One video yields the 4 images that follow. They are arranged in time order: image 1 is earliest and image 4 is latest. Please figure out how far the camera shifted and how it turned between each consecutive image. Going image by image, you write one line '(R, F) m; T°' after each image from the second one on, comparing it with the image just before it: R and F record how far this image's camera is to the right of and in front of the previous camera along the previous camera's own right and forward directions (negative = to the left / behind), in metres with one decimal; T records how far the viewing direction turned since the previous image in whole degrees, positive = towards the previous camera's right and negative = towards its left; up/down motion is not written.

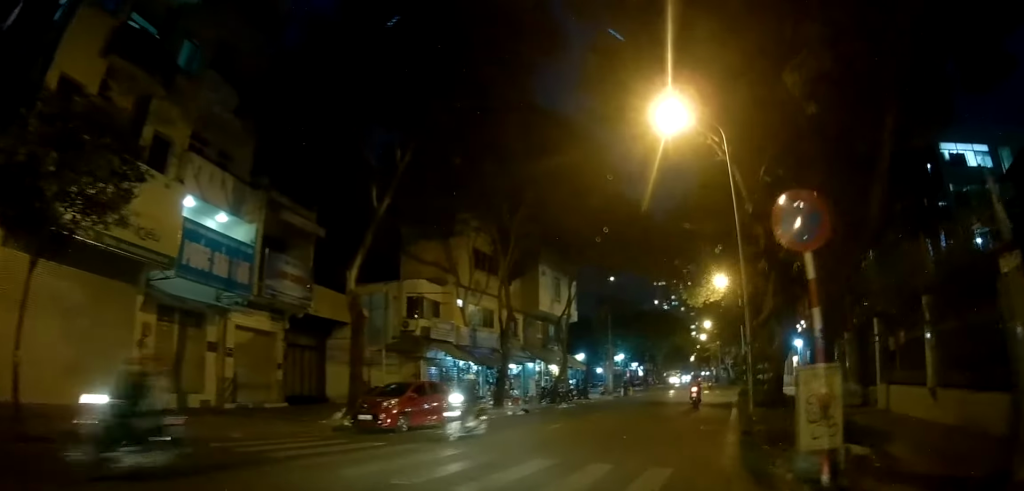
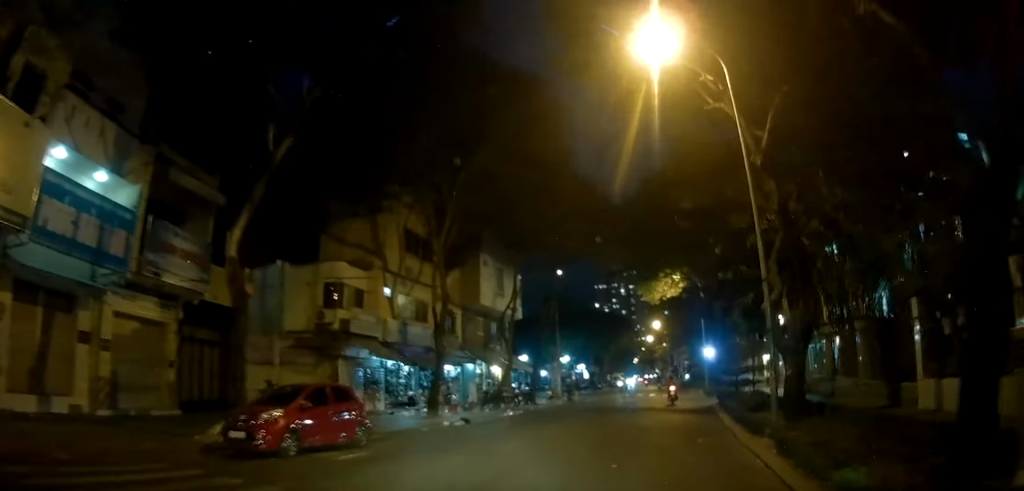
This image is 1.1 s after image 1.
(+0.3, +2.4) m; +14°
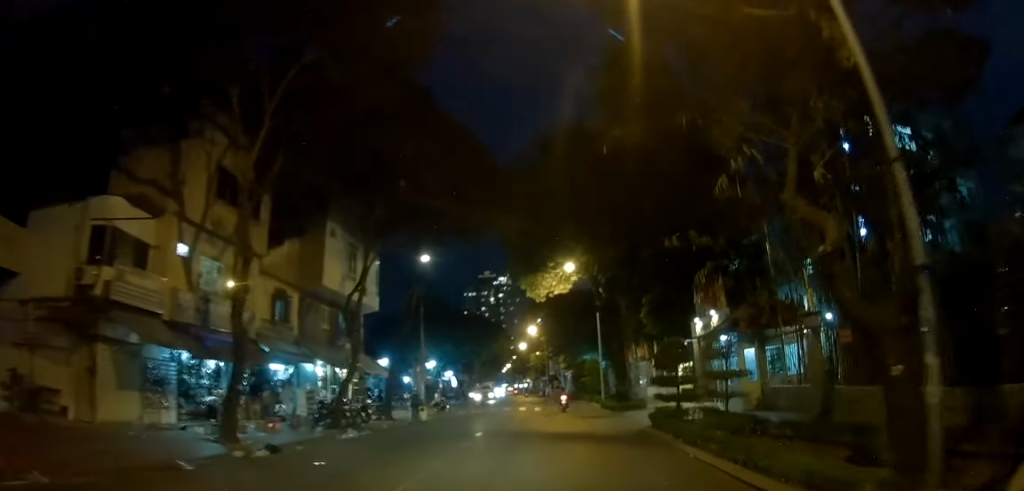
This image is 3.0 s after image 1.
(+0.6, +6.0) m; +6°
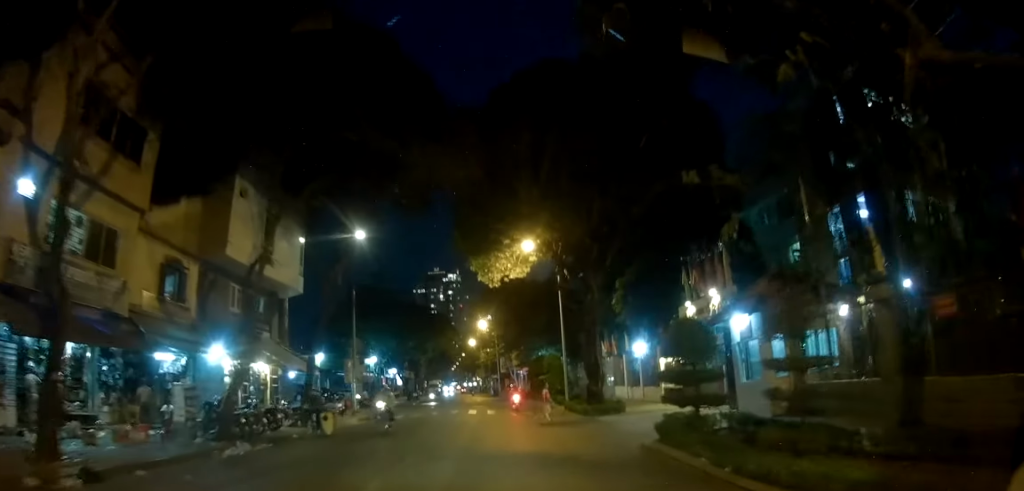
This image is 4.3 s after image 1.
(+0.2, +4.5) m; +15°
